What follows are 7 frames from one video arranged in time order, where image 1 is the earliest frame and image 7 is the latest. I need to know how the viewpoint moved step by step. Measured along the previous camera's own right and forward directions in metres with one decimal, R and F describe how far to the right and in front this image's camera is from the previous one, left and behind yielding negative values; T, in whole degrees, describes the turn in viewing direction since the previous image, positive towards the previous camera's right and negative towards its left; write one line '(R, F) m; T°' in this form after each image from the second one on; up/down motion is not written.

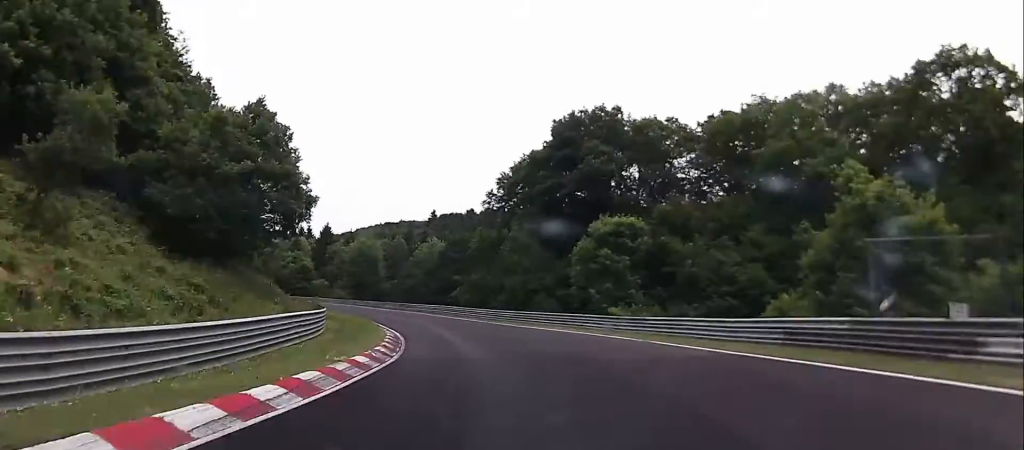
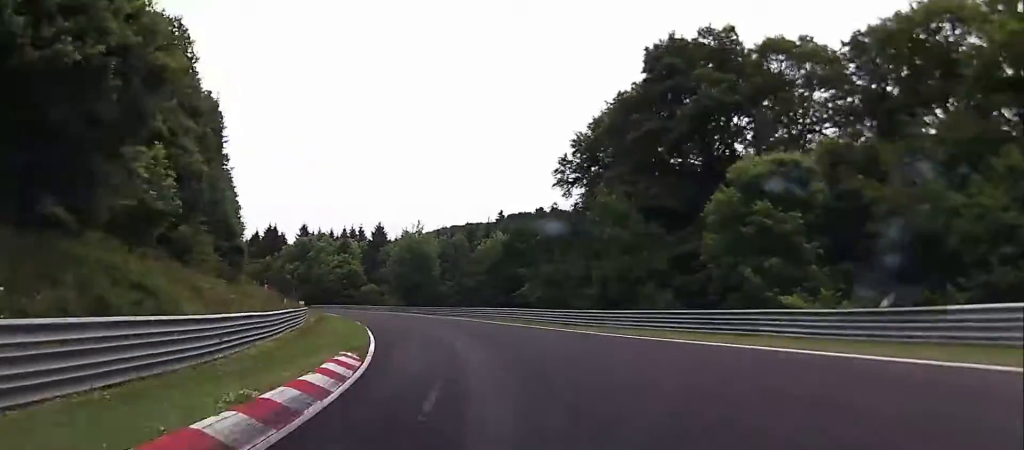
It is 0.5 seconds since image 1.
(-1.8, +19.3) m; -6°
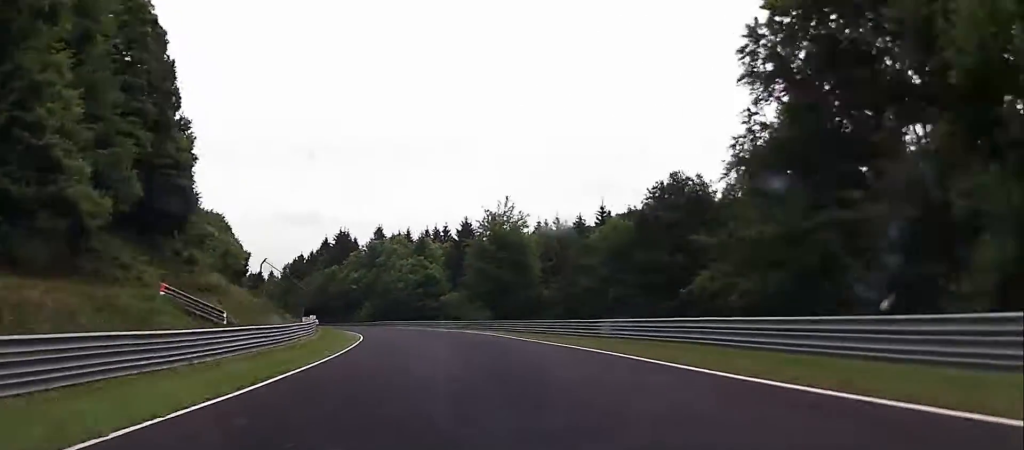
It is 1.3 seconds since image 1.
(-2.3, +28.8) m; -9°
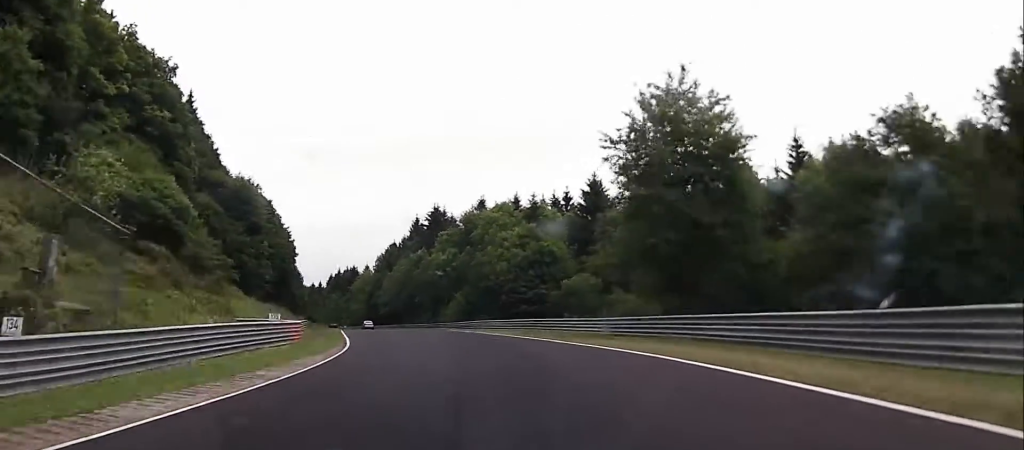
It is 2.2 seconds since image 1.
(-3.2, +34.5) m; -10°
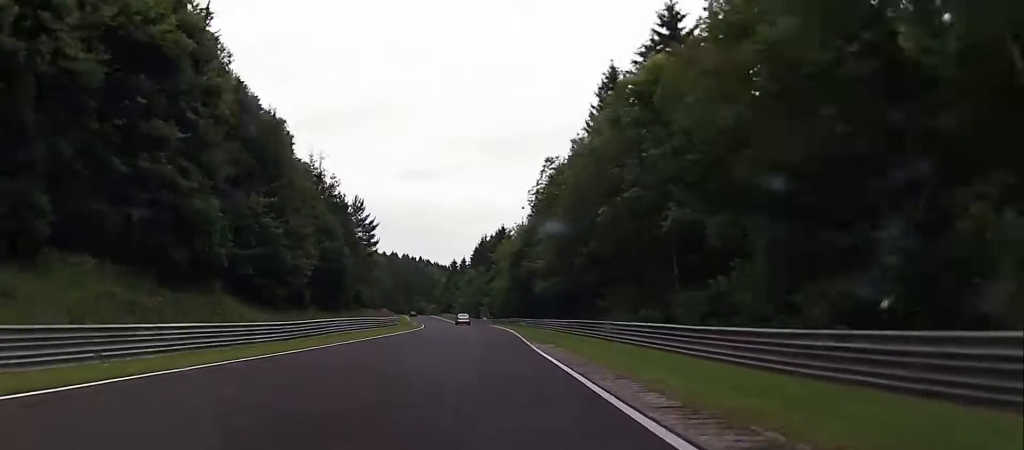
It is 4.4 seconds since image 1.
(-12.9, +76.8) m; -15°
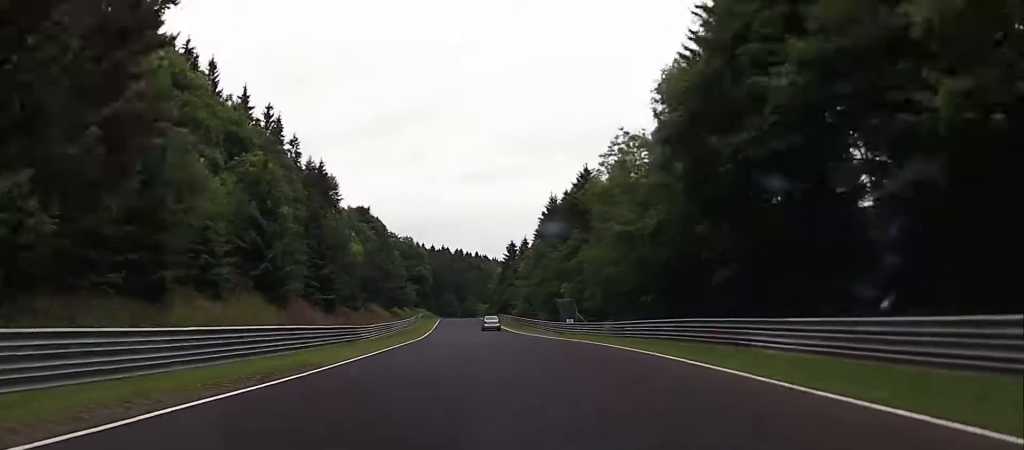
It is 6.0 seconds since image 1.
(-1.7, +57.8) m; -3°
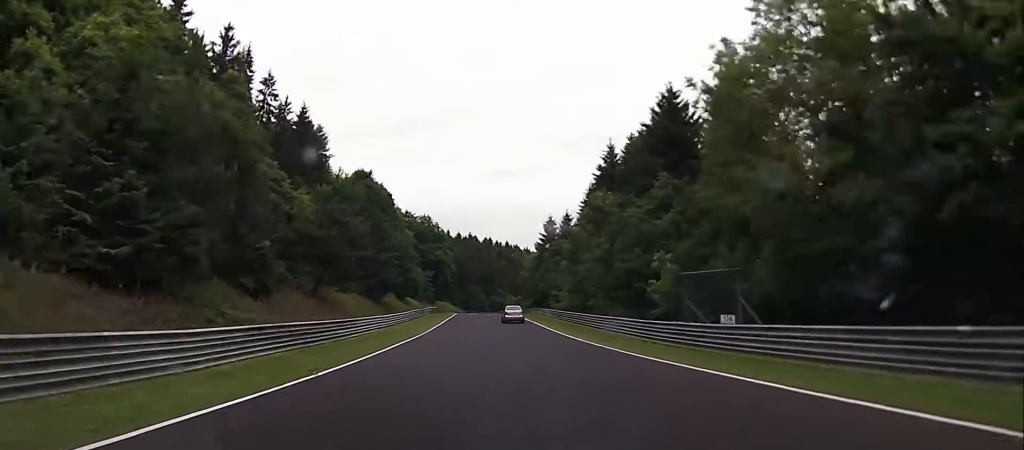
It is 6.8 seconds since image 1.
(-0.7, +30.2) m; -2°
